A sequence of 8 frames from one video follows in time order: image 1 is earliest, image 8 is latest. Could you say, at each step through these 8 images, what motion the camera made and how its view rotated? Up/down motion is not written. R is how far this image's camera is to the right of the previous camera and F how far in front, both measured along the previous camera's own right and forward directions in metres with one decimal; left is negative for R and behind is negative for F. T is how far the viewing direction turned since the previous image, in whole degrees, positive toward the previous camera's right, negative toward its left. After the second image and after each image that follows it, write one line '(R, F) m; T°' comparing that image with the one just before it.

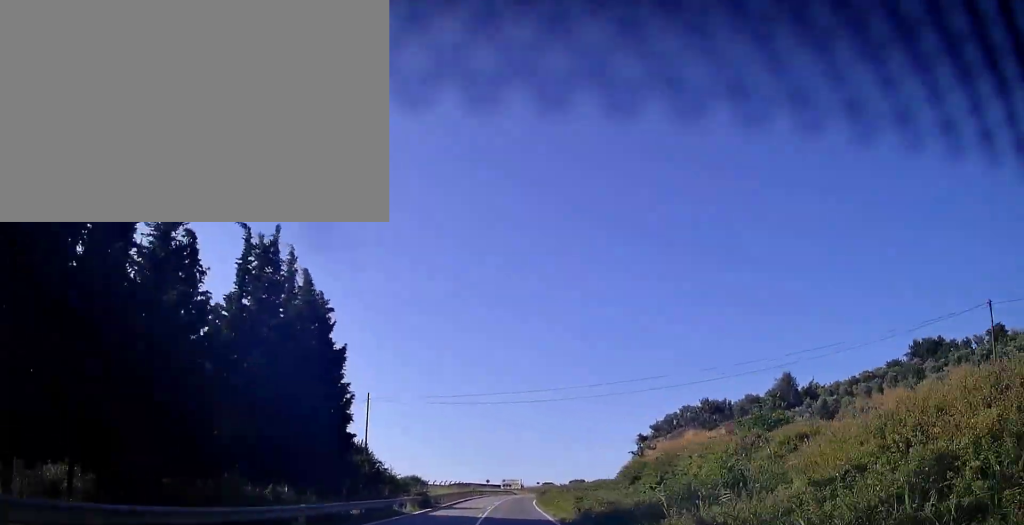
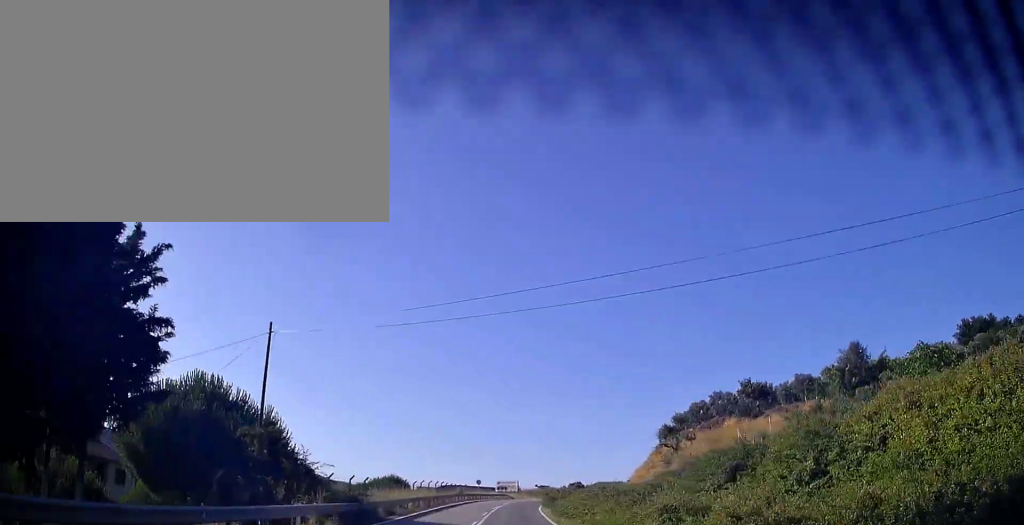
(0.0, +17.7) m; 0°
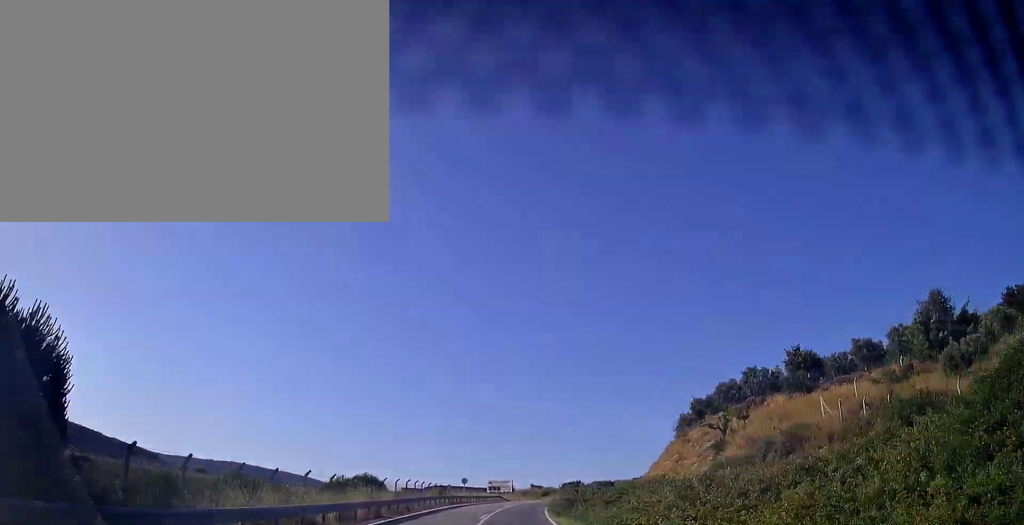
(+0.1, +15.2) m; 0°
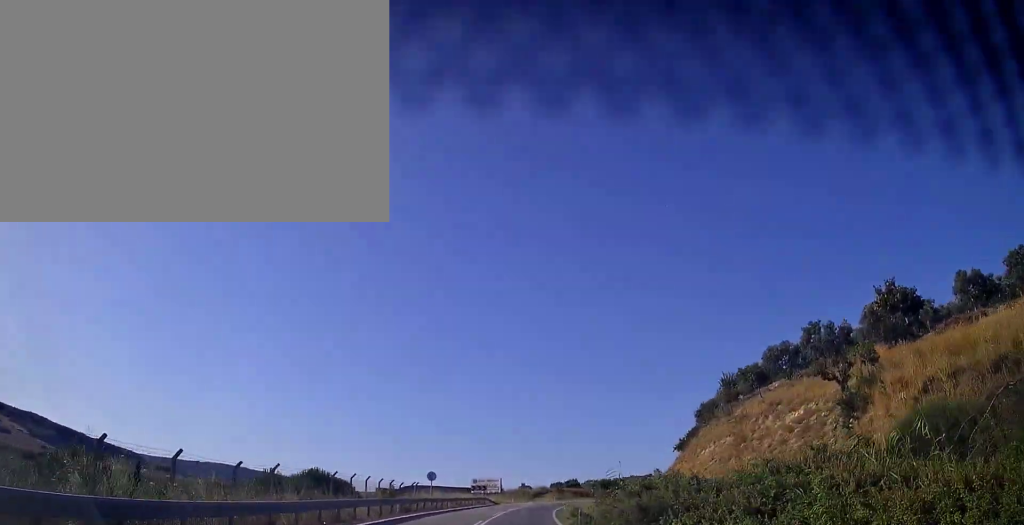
(0.0, +18.5) m; +1°
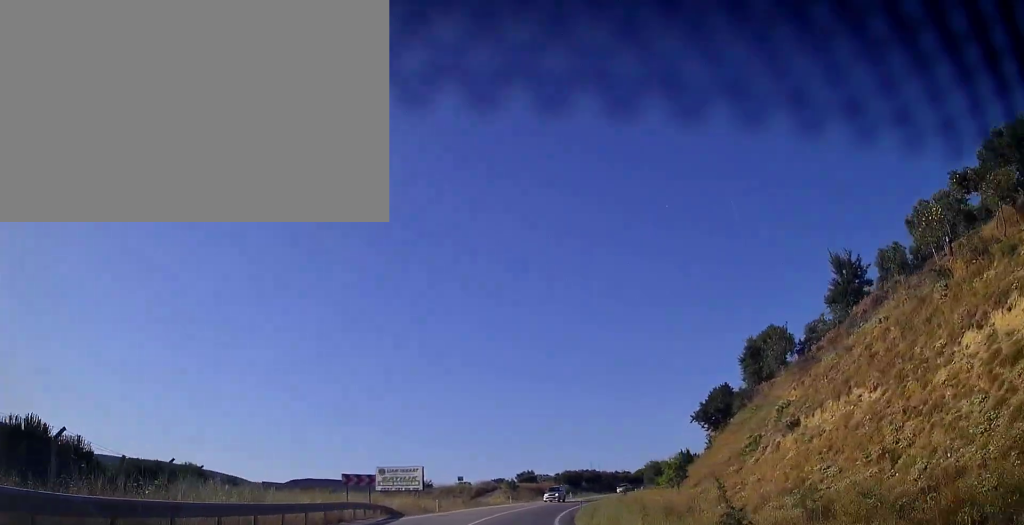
(+1.6, +39.4) m; +5°
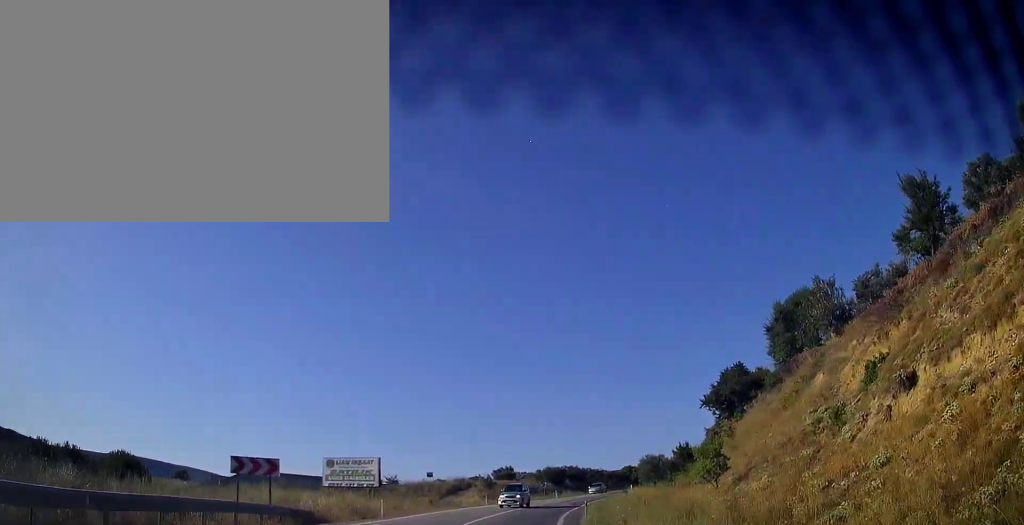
(+0.2, +11.4) m; +2°
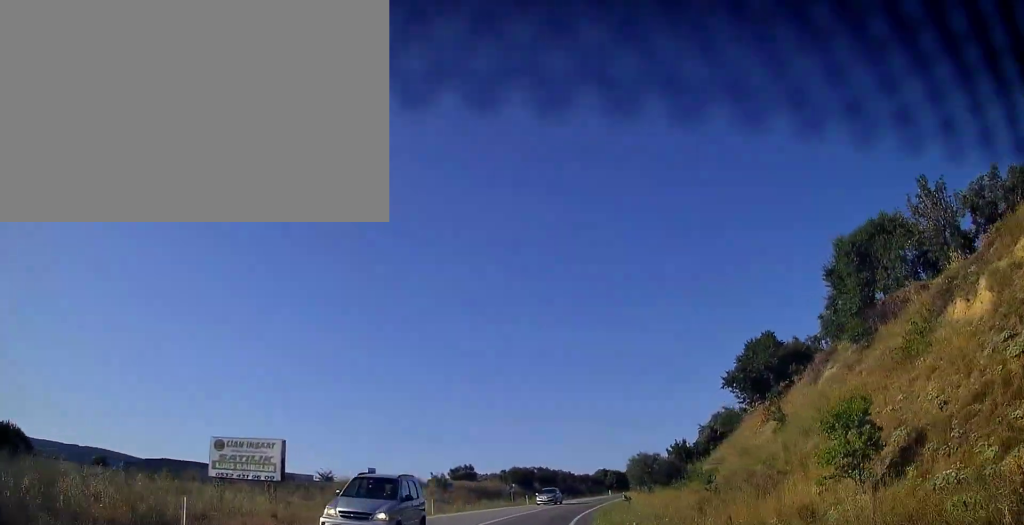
(+0.3, +15.3) m; +3°
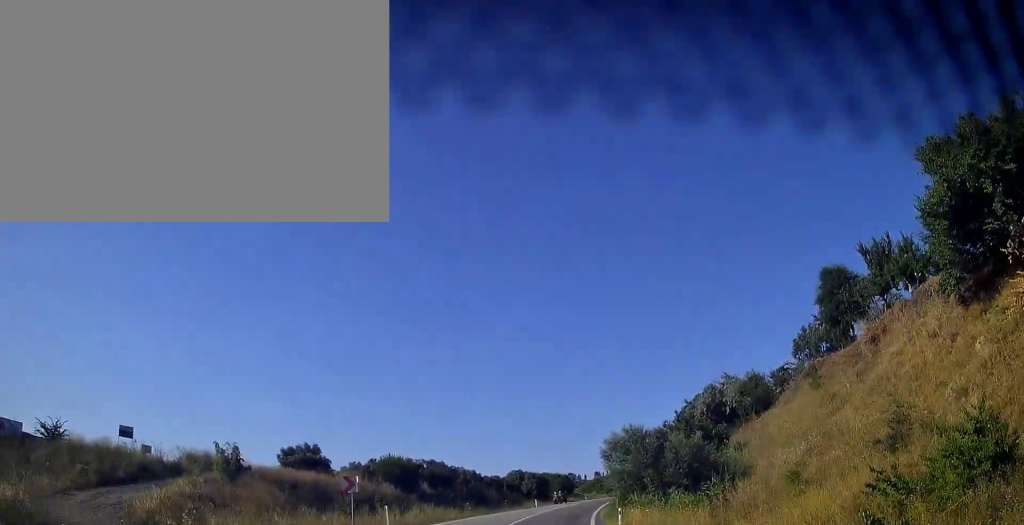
(+2.5, +33.2) m; +9°
